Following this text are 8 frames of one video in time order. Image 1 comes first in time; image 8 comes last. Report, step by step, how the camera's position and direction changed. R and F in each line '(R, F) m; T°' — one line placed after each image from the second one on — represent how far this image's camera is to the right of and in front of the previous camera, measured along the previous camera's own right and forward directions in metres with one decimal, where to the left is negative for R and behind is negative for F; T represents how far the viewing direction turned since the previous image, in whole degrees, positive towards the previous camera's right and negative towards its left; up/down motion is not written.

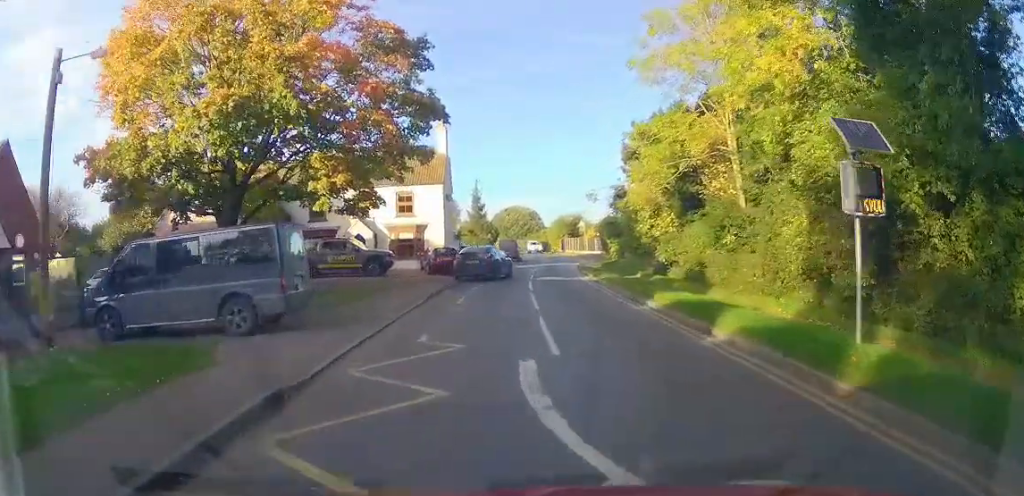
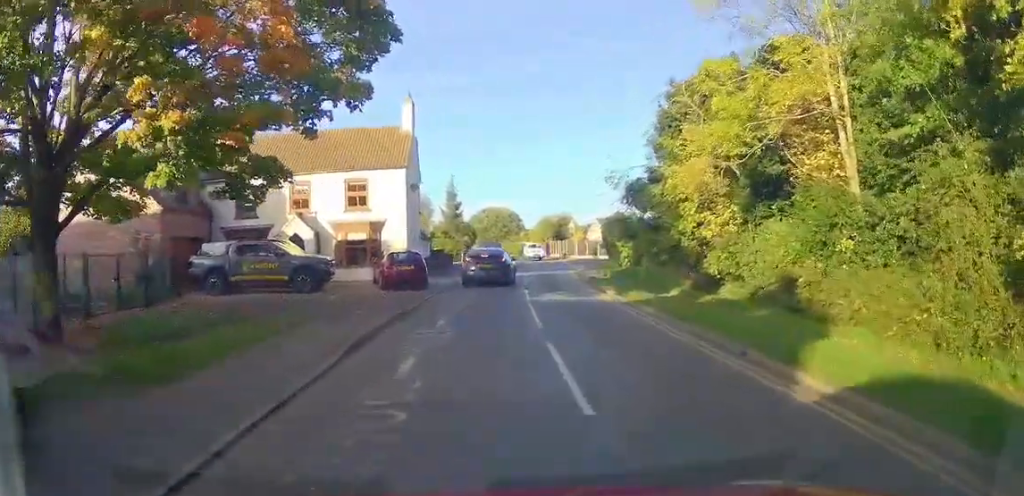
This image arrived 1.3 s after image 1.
(-0.1, +8.6) m; 0°
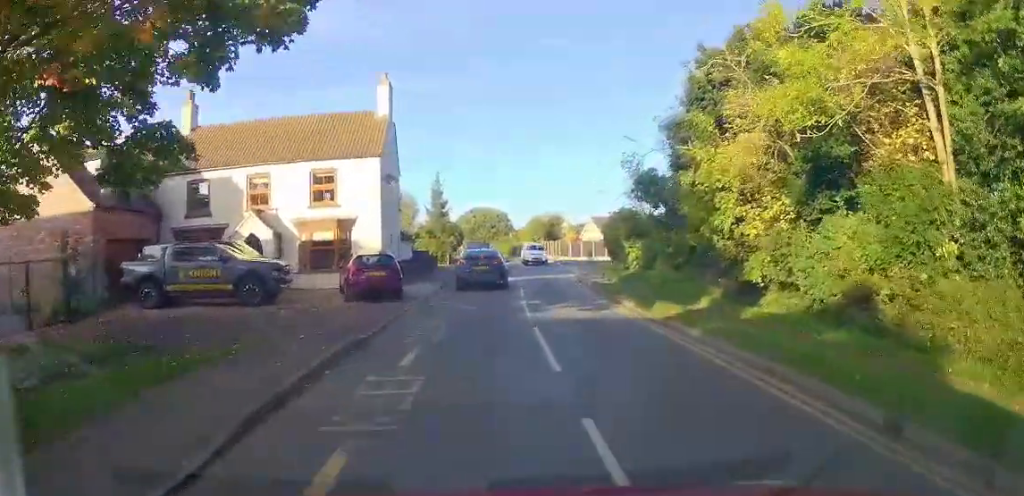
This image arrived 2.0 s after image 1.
(+0.1, +4.1) m; +1°
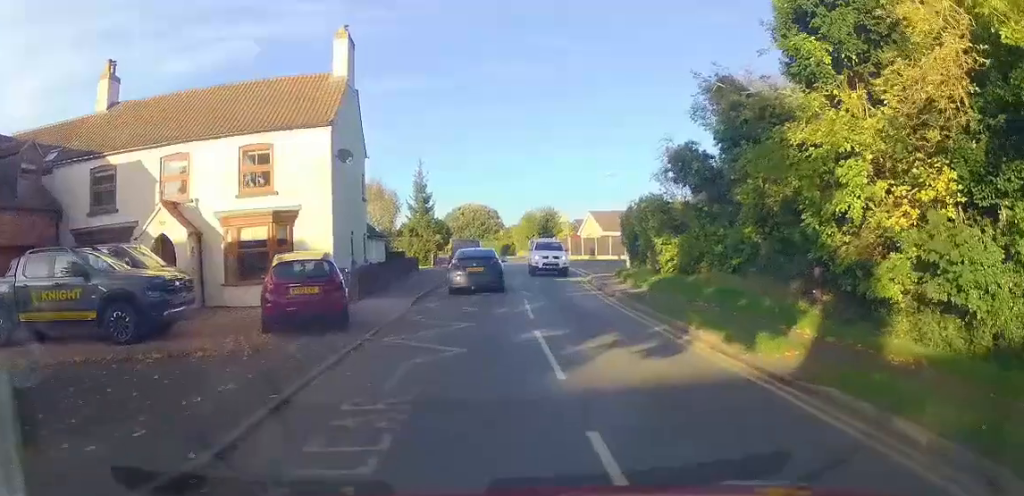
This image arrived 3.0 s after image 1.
(+0.1, +6.3) m; +1°
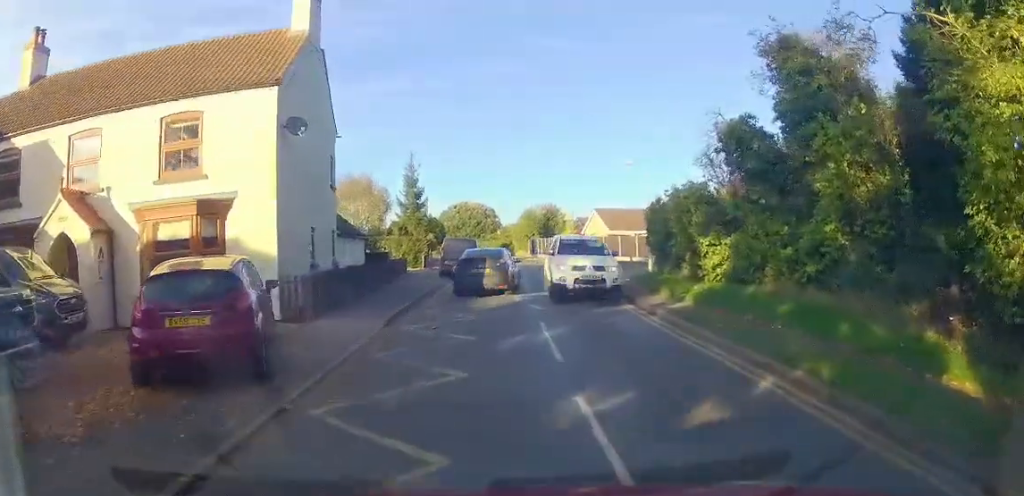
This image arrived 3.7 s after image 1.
(0.0, +4.7) m; +1°
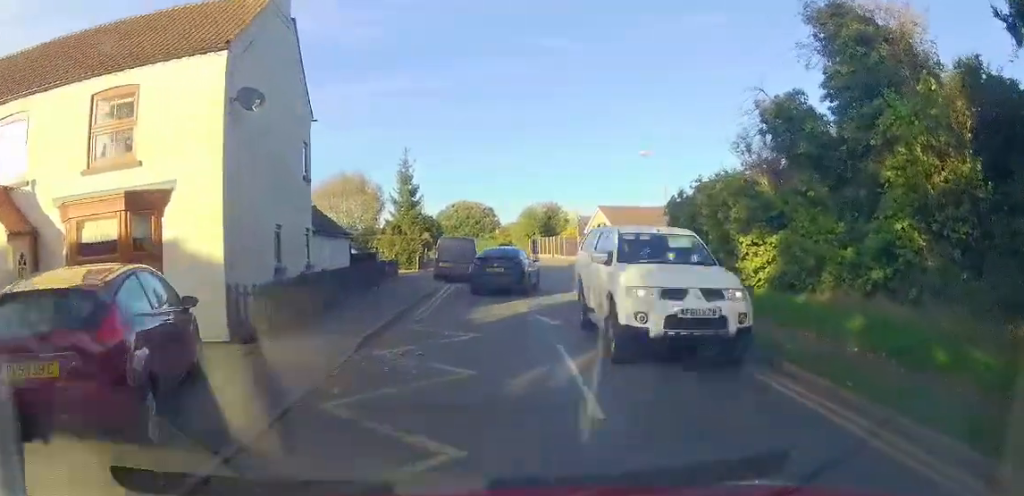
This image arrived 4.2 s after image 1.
(0.0, +2.8) m; +1°
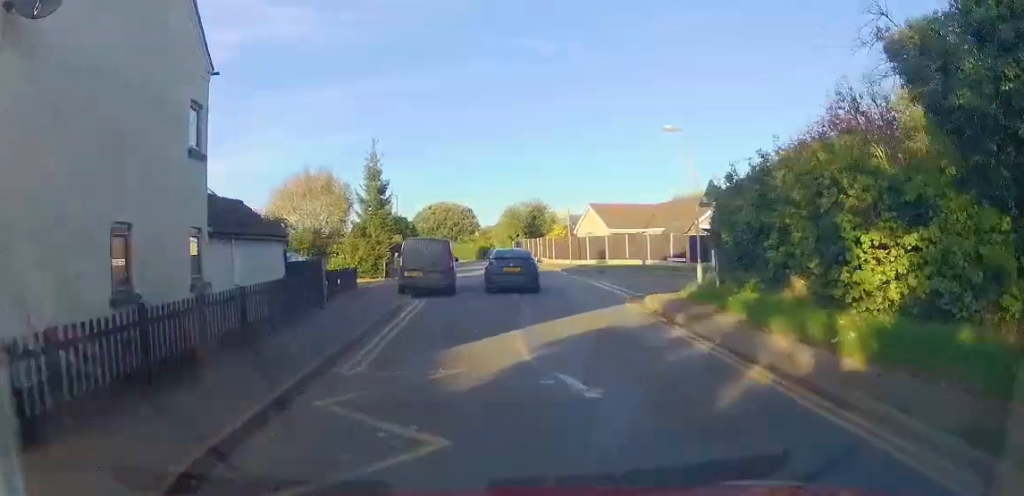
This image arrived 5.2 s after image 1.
(+0.2, +5.7) m; +1°
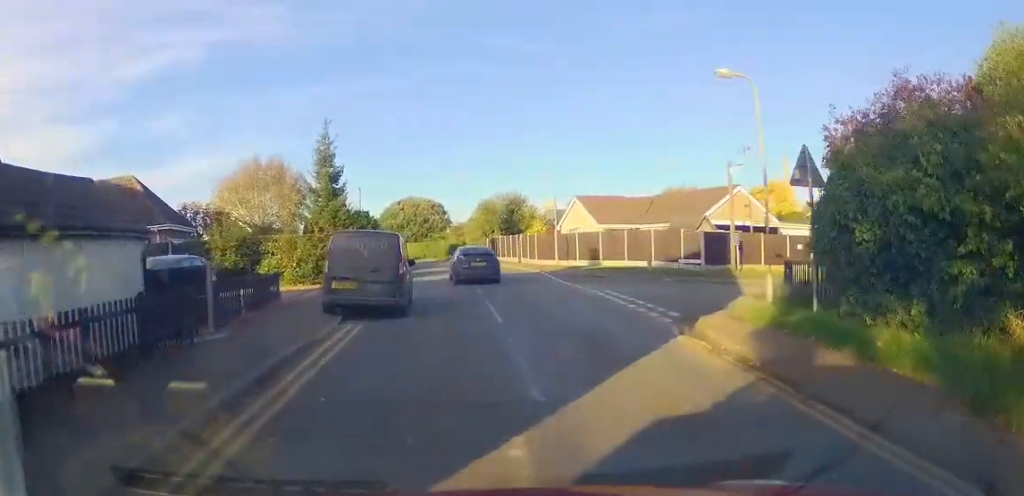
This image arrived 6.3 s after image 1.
(-0.1, +6.3) m; +2°
